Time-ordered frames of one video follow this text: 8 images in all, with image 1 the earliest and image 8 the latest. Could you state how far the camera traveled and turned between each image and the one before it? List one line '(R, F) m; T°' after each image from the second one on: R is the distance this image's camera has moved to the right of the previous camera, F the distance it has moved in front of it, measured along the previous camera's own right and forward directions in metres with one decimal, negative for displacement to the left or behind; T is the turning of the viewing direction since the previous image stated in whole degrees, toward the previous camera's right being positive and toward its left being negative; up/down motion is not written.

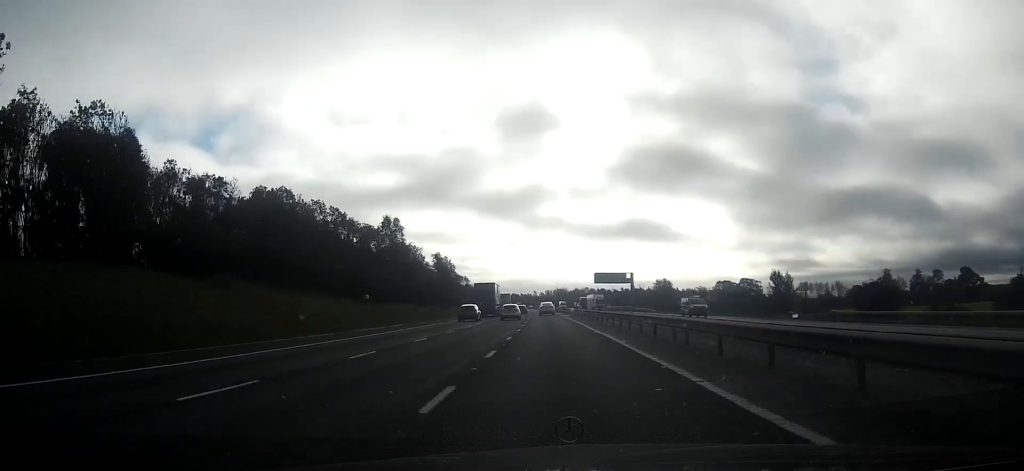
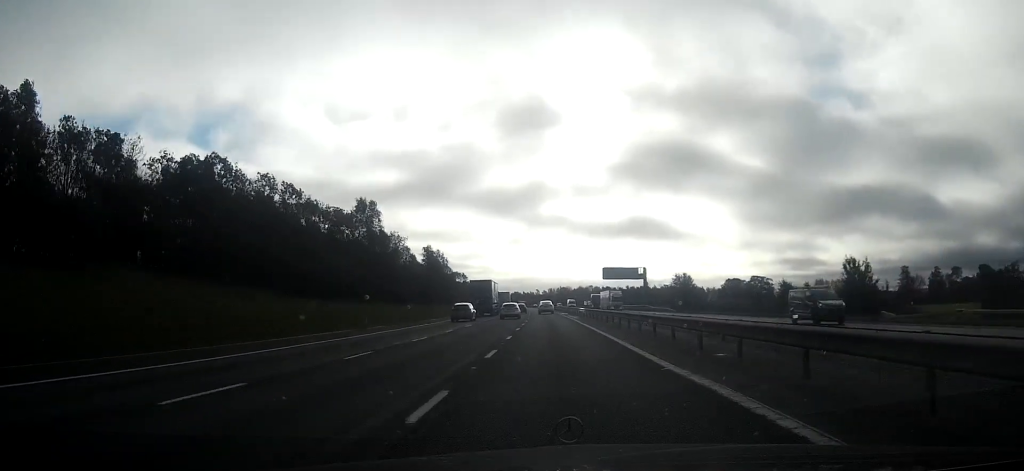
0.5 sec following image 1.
(-0.1, +16.0) m; 0°
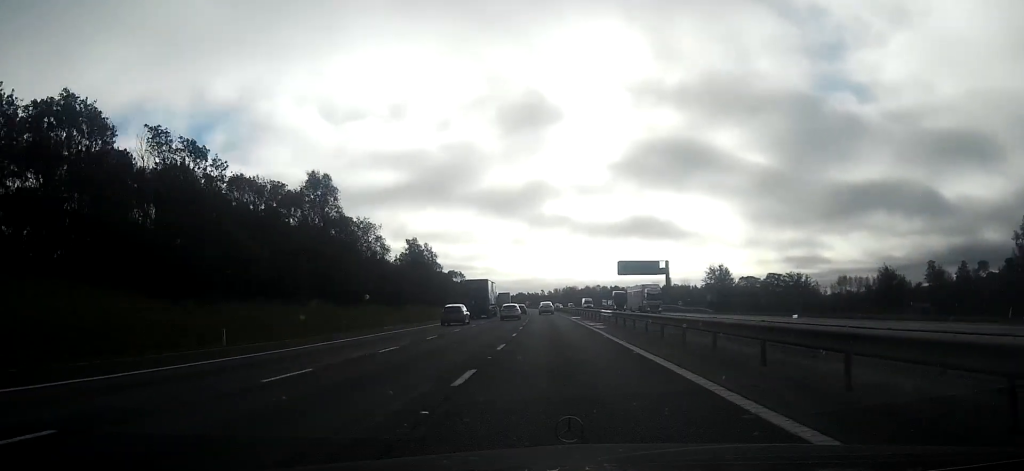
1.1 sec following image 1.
(-0.1, +20.5) m; 0°
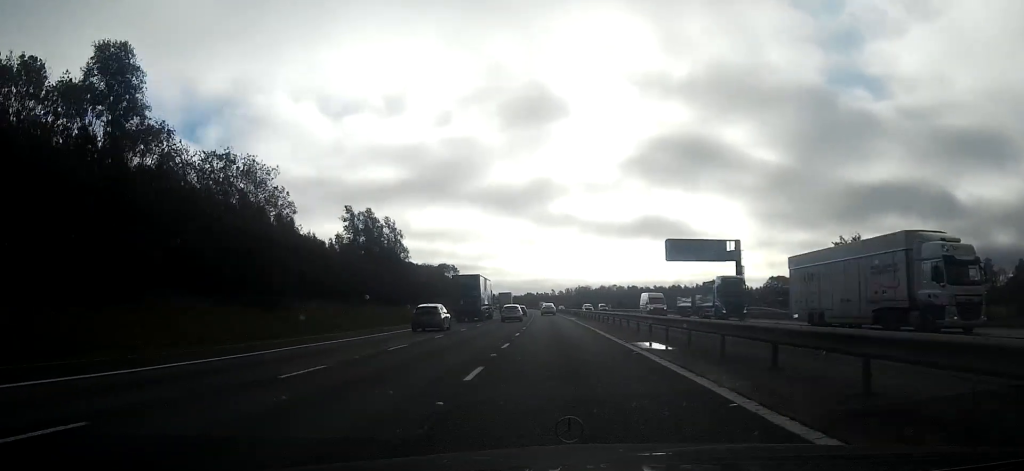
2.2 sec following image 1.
(-0.1, +38.7) m; -1°
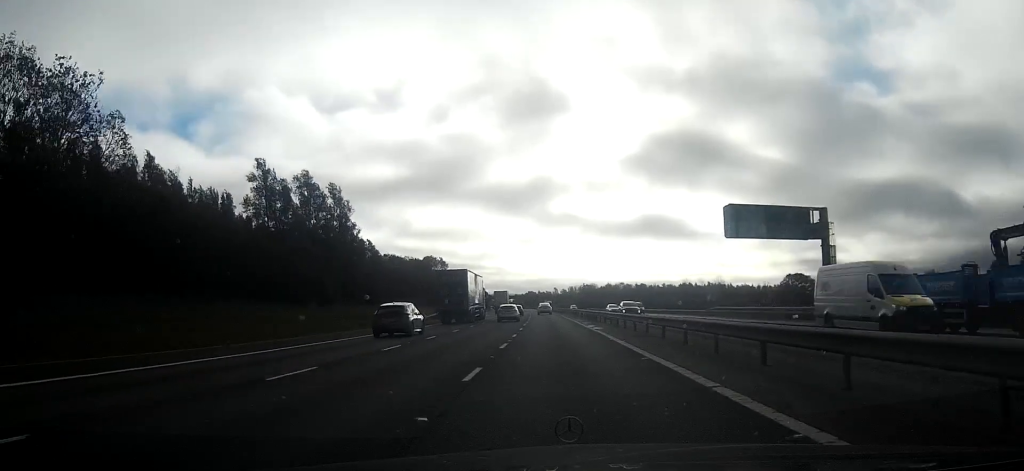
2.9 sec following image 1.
(-0.3, +25.0) m; -1°
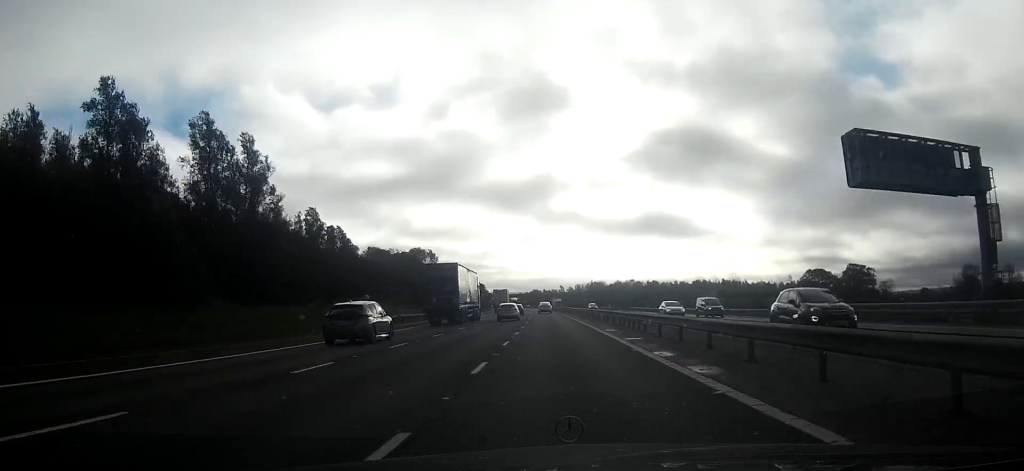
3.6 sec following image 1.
(-0.1, +21.6) m; 0°
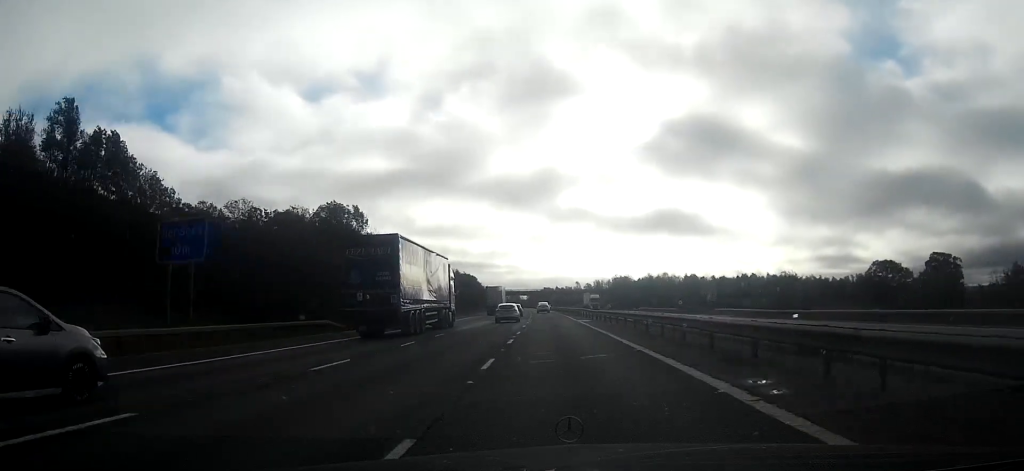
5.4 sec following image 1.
(-0.5, +62.5) m; -1°
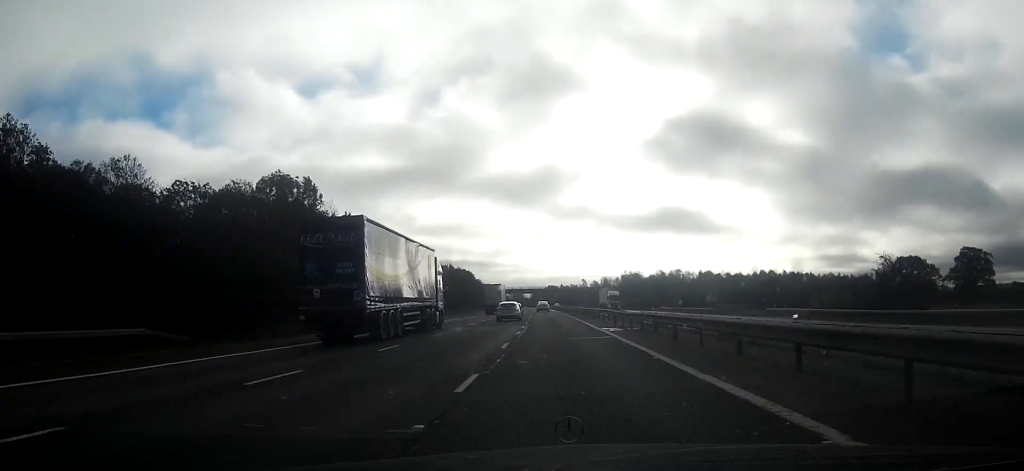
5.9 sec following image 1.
(-0.2, +18.1) m; 0°
